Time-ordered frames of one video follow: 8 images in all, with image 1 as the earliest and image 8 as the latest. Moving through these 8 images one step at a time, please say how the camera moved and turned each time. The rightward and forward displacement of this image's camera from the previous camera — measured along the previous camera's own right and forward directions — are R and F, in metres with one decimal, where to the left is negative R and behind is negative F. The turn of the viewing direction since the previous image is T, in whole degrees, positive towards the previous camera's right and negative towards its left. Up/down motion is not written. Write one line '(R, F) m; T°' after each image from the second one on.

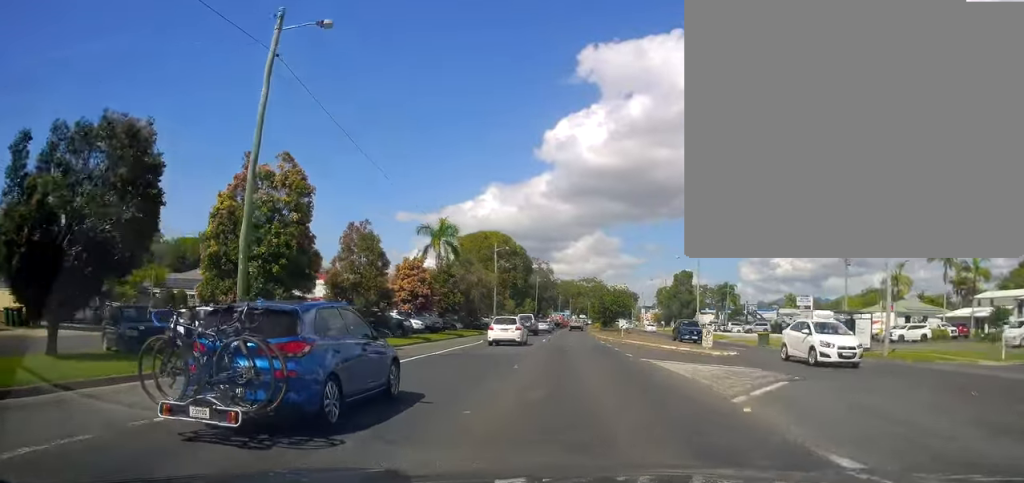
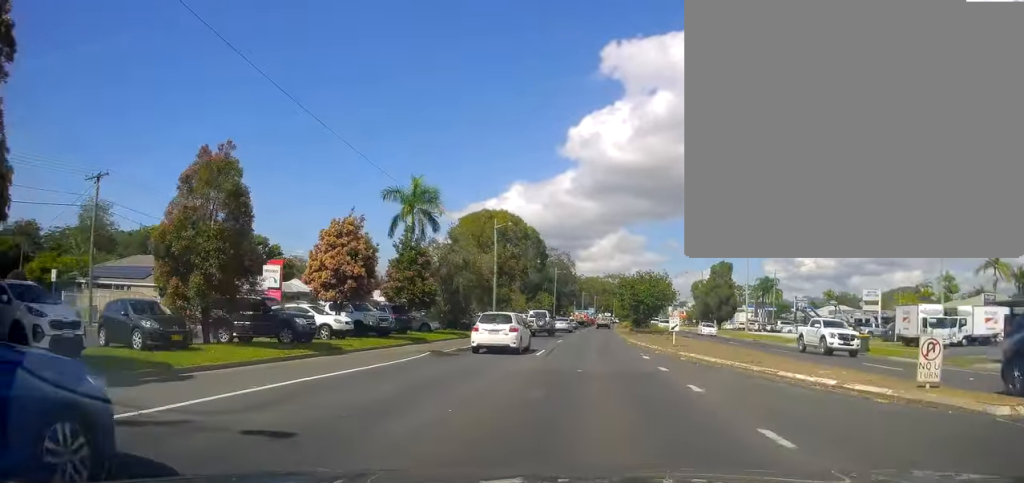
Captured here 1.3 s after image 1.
(0.0, +14.9) m; 0°
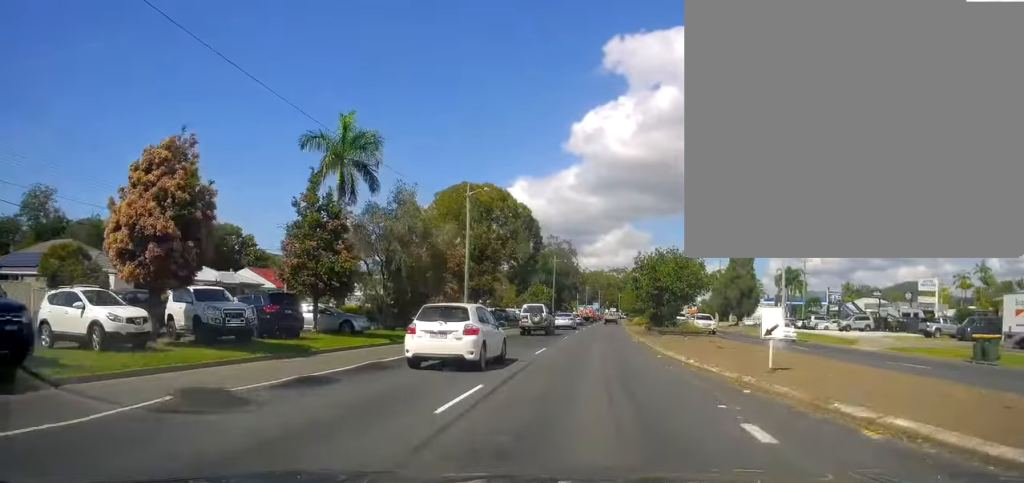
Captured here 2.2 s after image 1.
(-0.1, +12.7) m; -1°
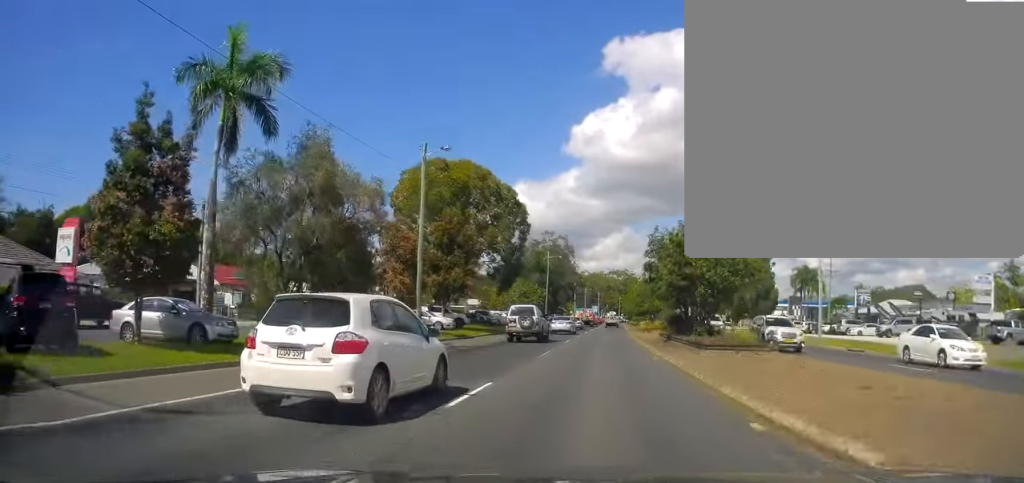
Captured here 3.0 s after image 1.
(+0.1, +10.8) m; -1°
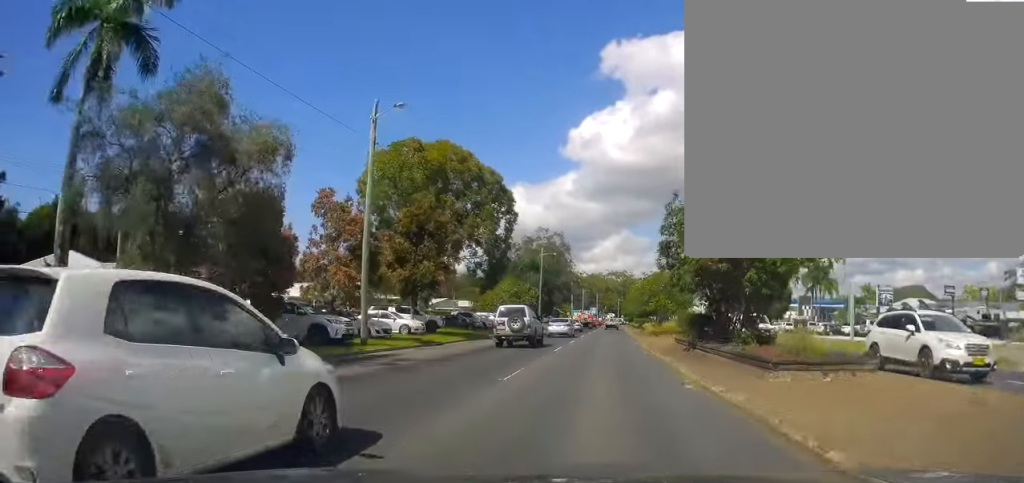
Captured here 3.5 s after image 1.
(-0.2, +7.3) m; 0°
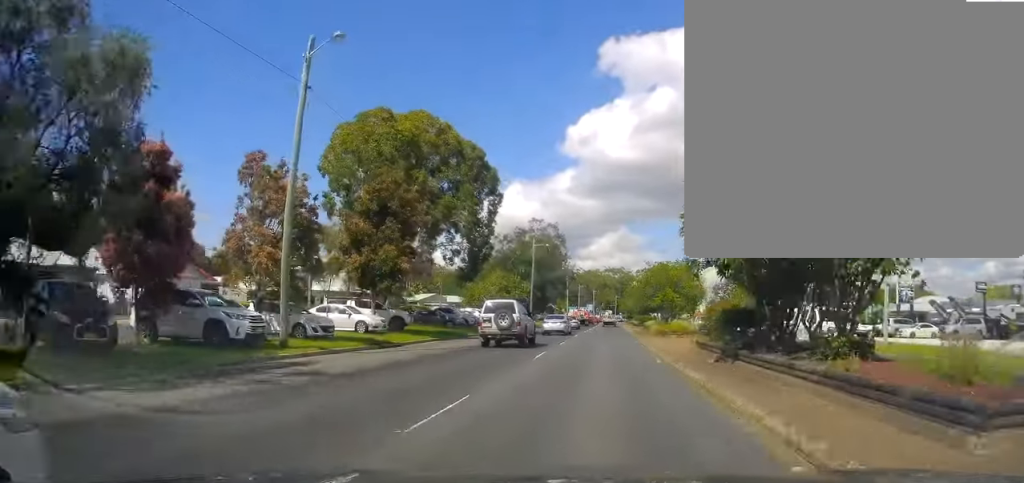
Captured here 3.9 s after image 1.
(-0.2, +6.4) m; 0°
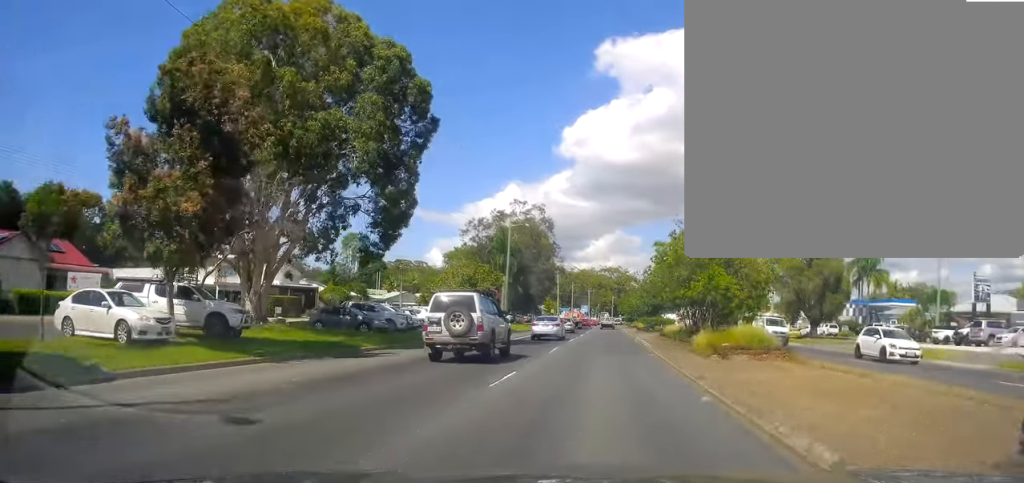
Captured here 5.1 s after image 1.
(+0.3, +16.9) m; +1°
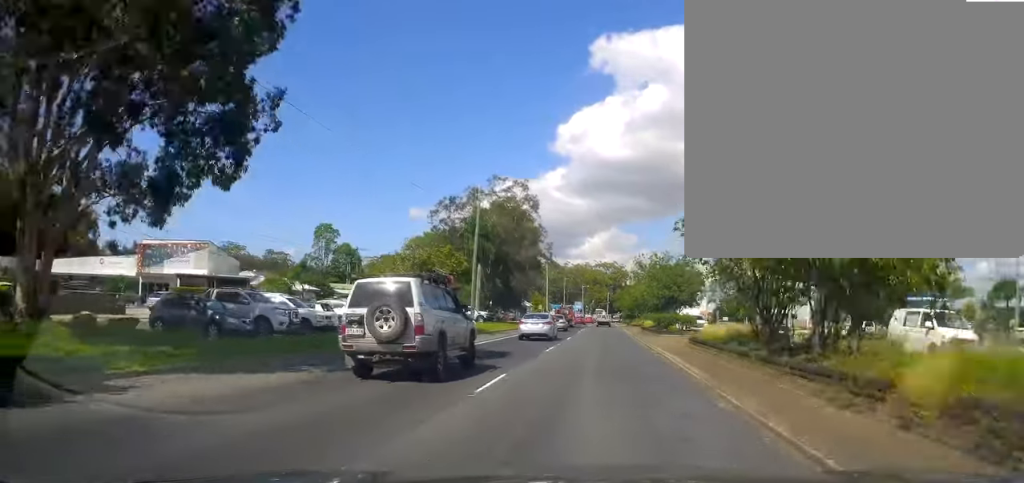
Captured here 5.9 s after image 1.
(0.0, +12.9) m; 0°
